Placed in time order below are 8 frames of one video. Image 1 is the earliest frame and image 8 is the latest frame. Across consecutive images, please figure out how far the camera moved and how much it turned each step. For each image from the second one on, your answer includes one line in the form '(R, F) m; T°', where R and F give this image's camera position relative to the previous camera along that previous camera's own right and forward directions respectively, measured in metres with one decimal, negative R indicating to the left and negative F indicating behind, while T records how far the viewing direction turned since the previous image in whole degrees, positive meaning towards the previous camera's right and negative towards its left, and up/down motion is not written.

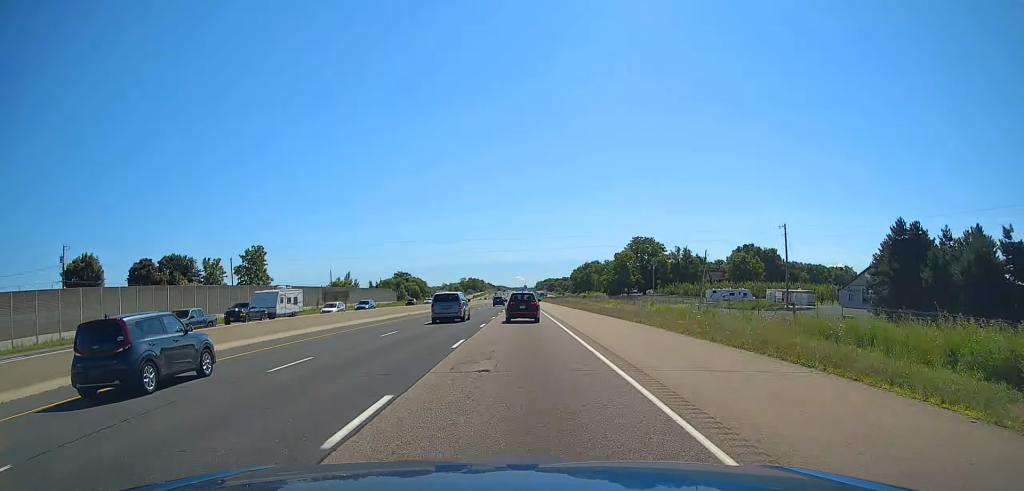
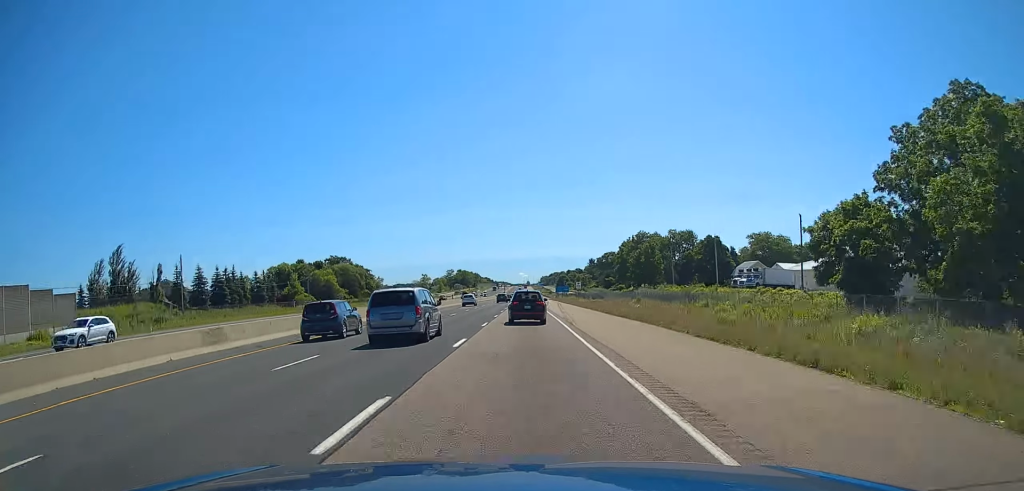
(+0.1, +167.5) m; 0°
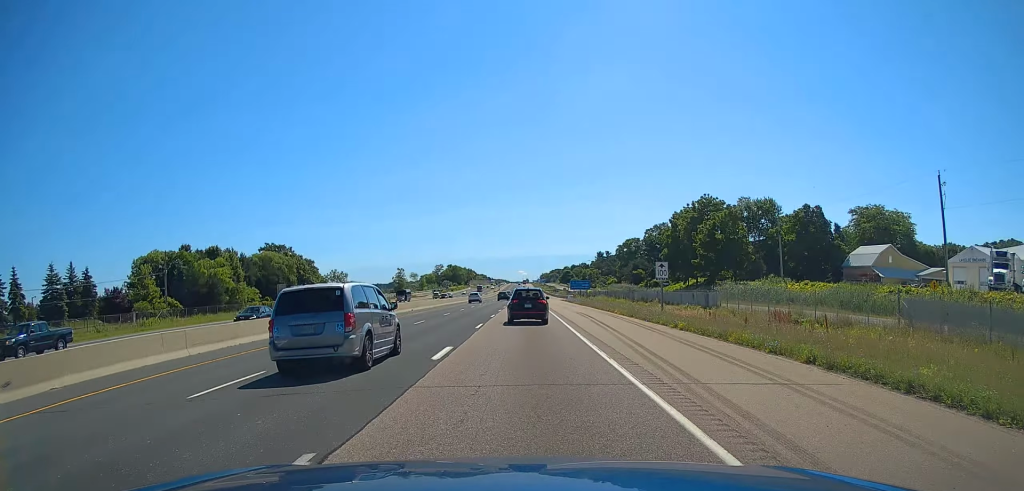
(-0.2, +75.6) m; 0°
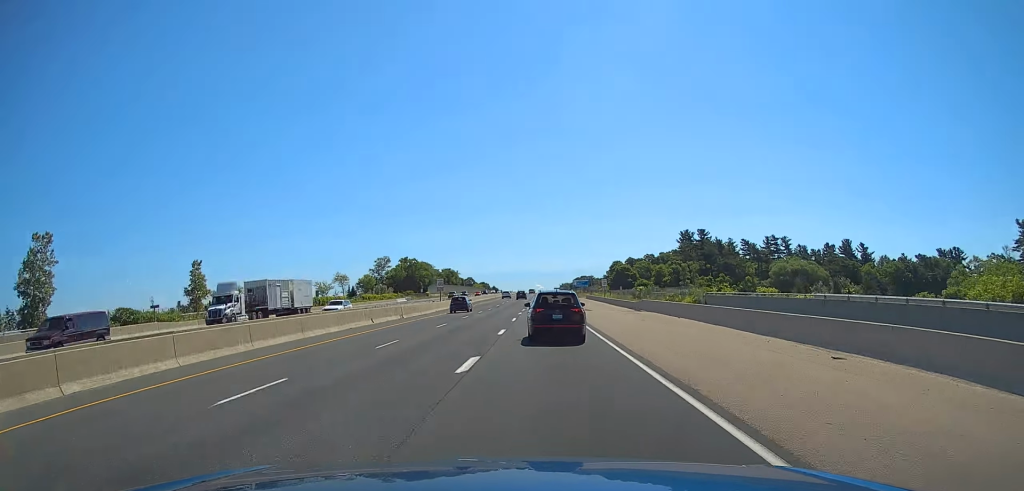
(-1.6, +270.7) m; 0°
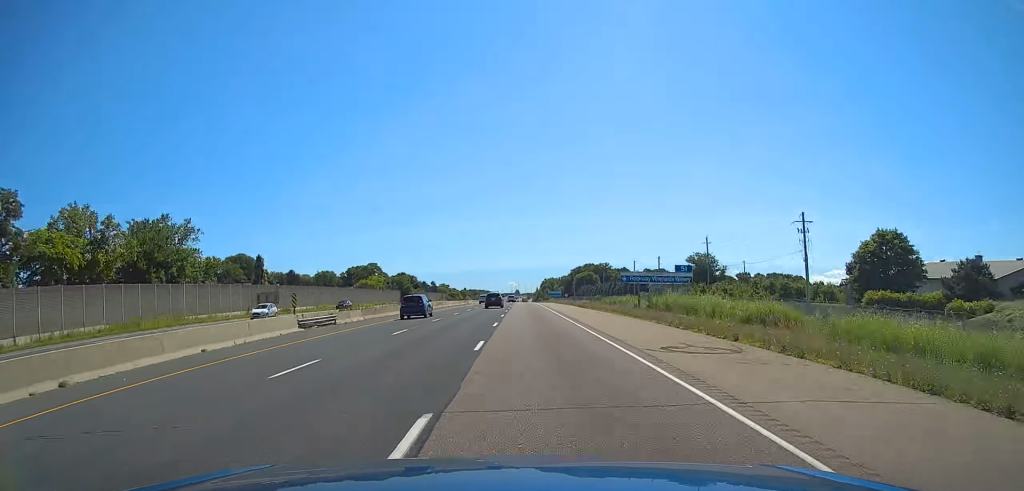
(+4.8, +356.3) m; +1°
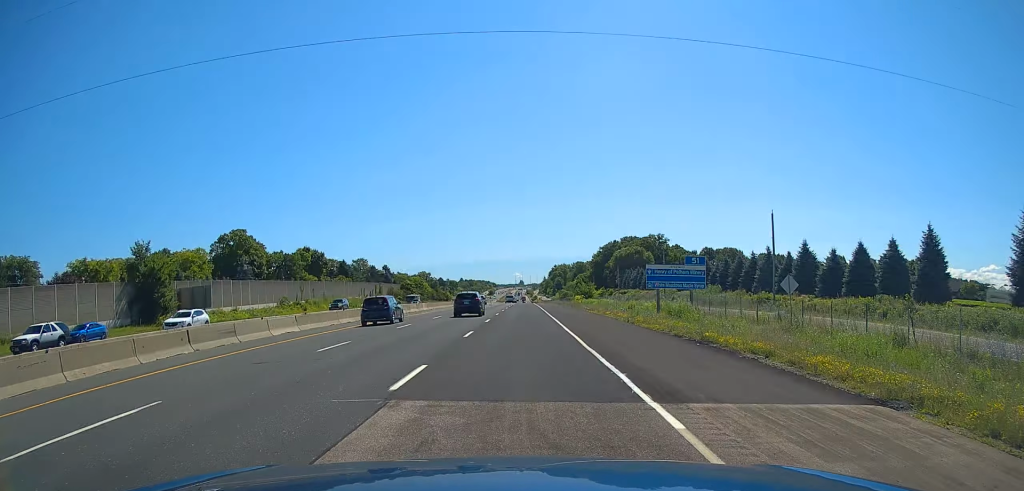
(+0.3, +172.6) m; 0°
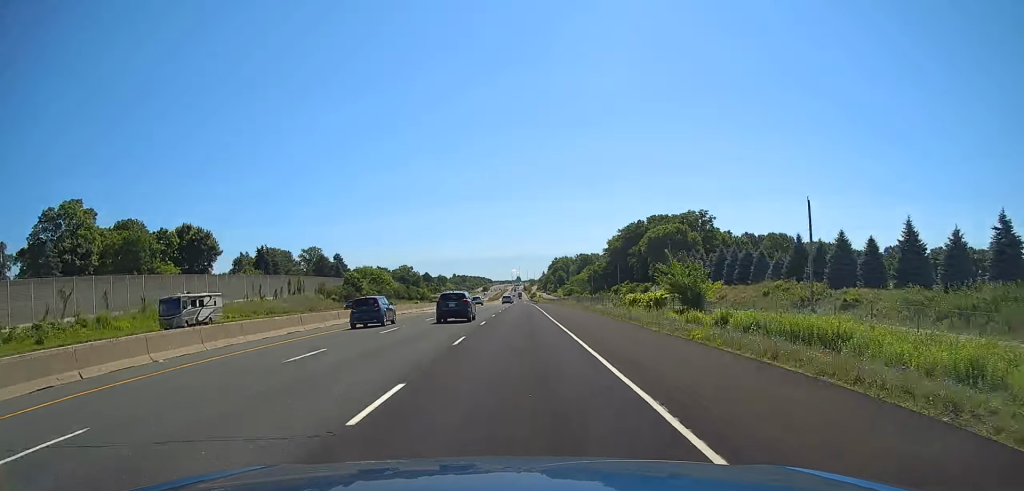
(+0.2, +74.8) m; 0°
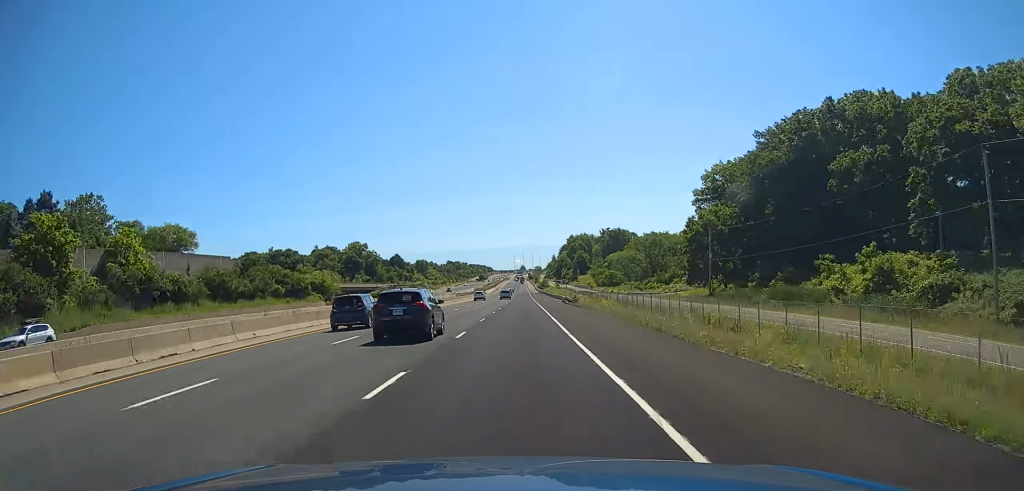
(-0.7, +151.9) m; 0°
